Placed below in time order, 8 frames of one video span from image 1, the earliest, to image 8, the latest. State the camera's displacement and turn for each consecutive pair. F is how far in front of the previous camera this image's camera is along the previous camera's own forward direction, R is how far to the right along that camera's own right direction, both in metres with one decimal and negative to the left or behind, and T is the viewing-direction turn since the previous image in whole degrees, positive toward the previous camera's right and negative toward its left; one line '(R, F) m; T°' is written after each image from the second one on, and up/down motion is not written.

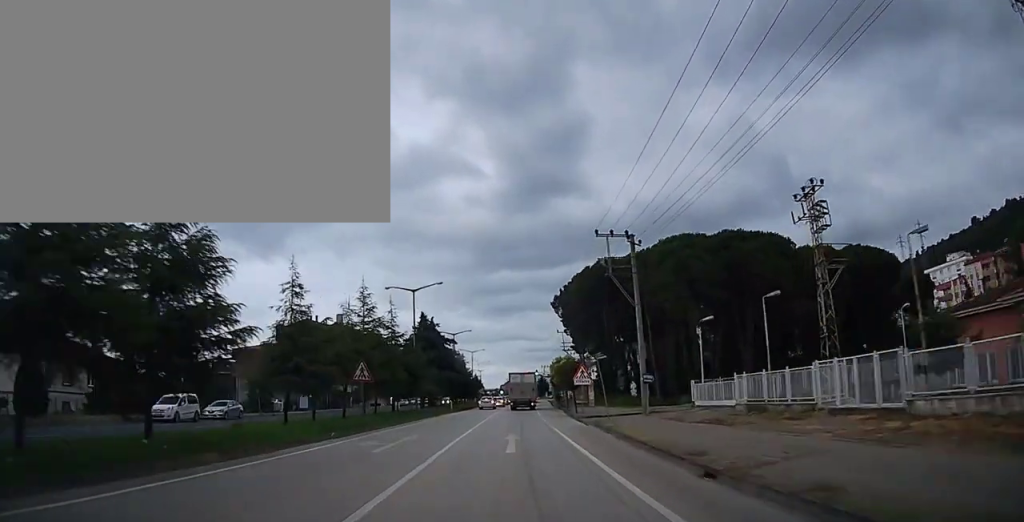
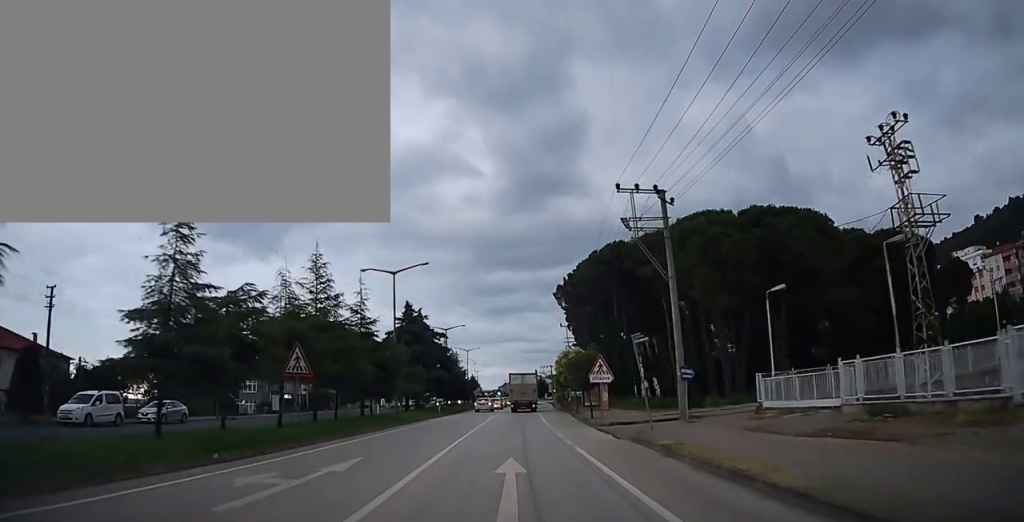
(+0.1, +8.1) m; 0°
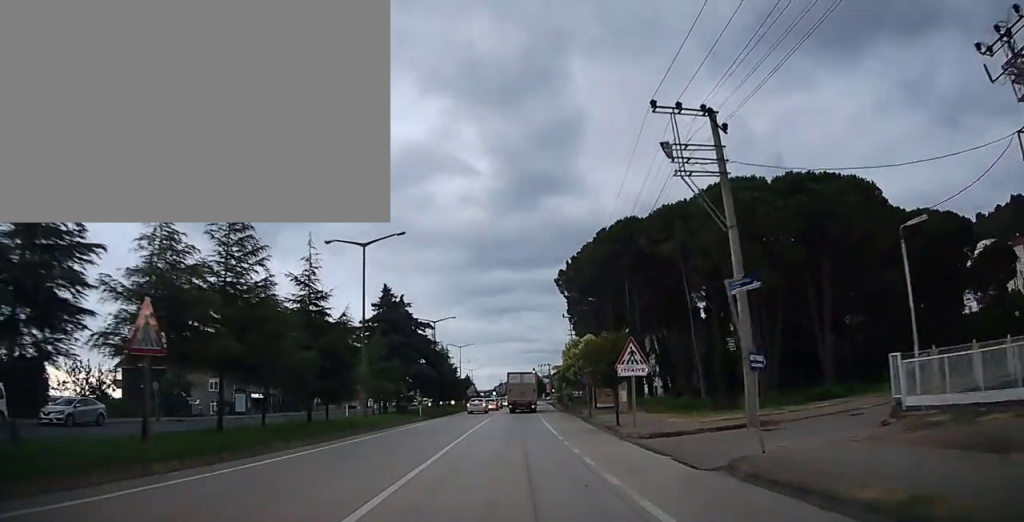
(+0.1, +7.9) m; 0°
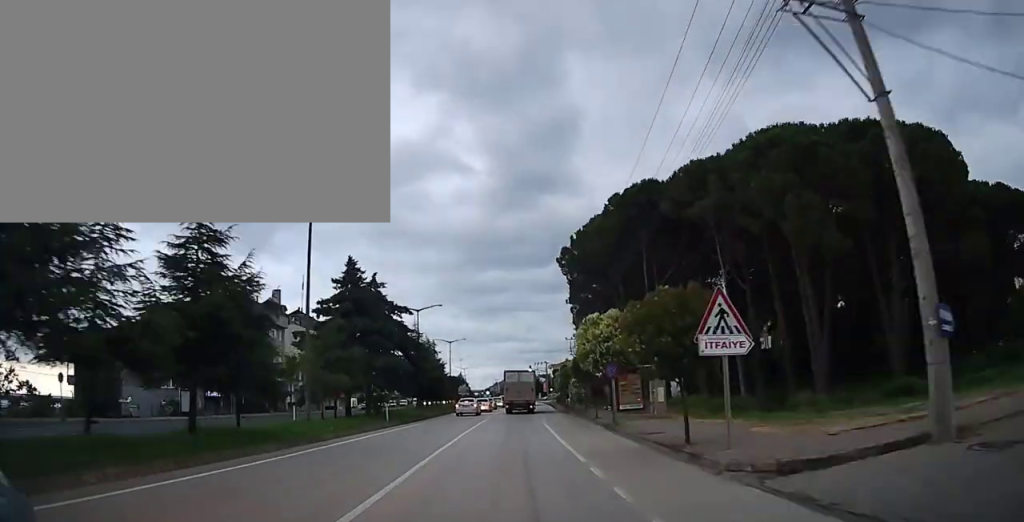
(-0.1, +9.7) m; 0°
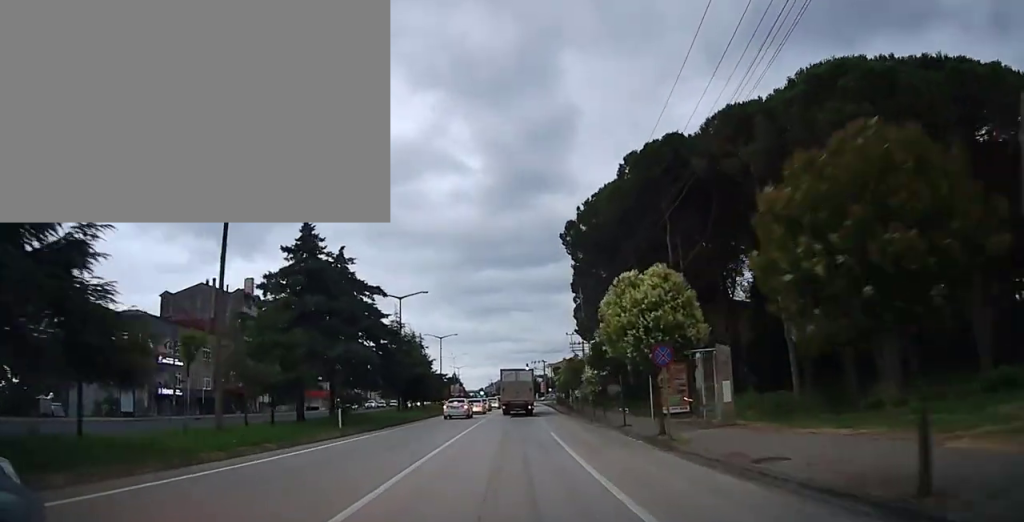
(0.0, +7.9) m; +1°
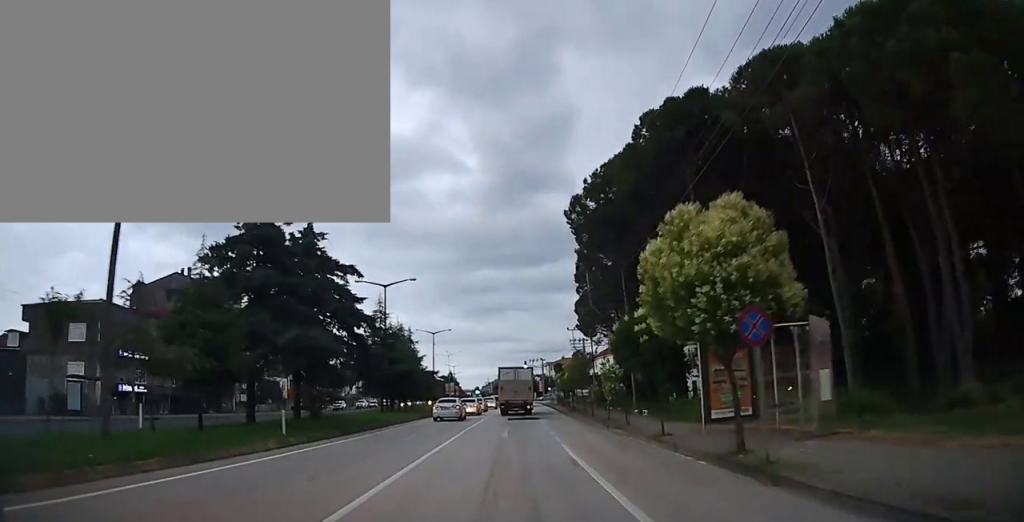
(0.0, +5.2) m; 0°
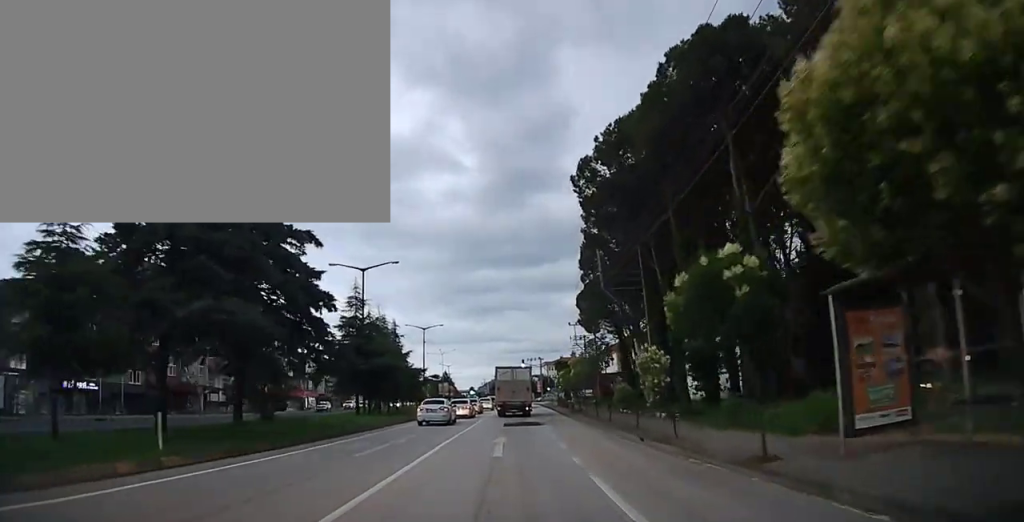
(+0.1, +6.9) m; 0°
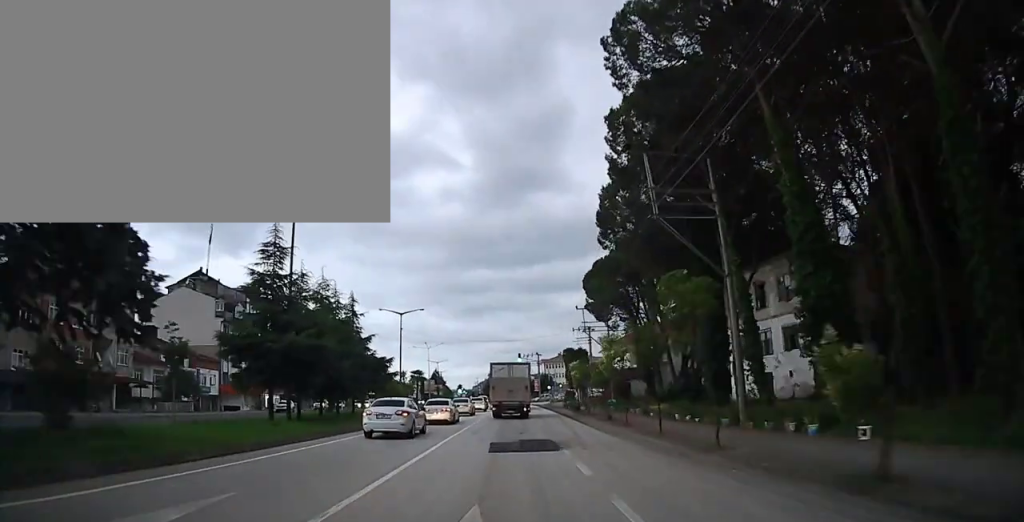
(0.0, +13.6) m; 0°
